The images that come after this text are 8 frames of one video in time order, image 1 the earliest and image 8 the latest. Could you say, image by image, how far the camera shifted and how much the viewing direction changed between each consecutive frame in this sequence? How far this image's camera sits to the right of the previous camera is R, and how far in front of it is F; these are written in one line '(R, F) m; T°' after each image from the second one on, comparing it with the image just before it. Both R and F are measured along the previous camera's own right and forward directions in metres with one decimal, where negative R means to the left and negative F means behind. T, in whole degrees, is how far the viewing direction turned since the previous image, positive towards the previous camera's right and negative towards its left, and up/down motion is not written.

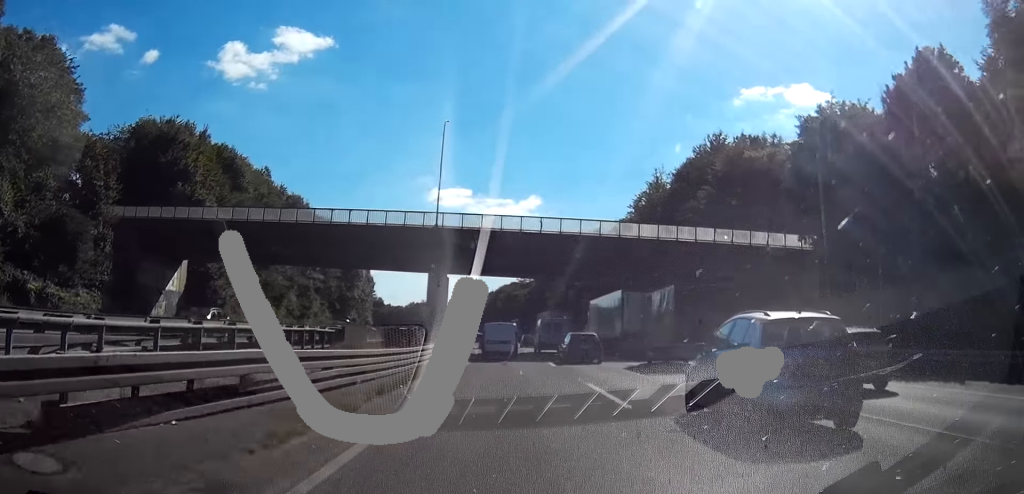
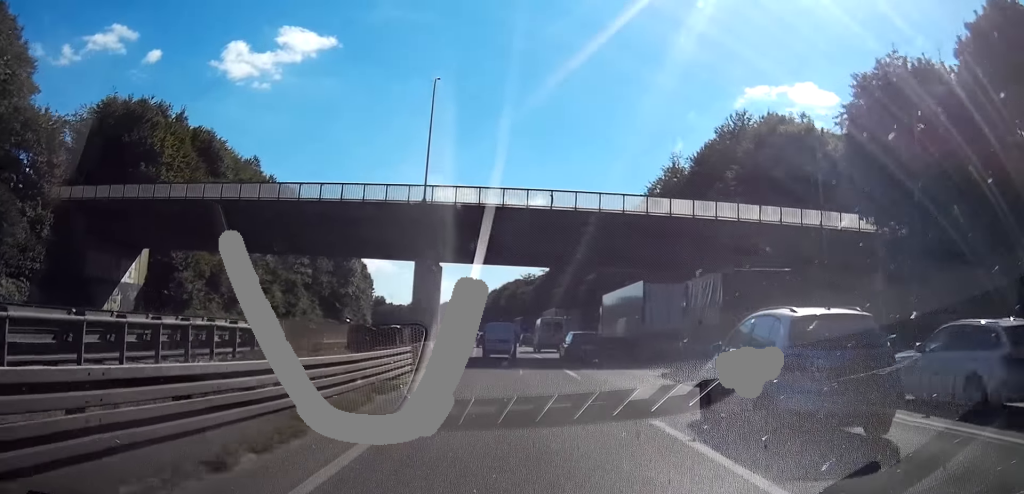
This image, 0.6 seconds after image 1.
(0.0, +9.0) m; 0°
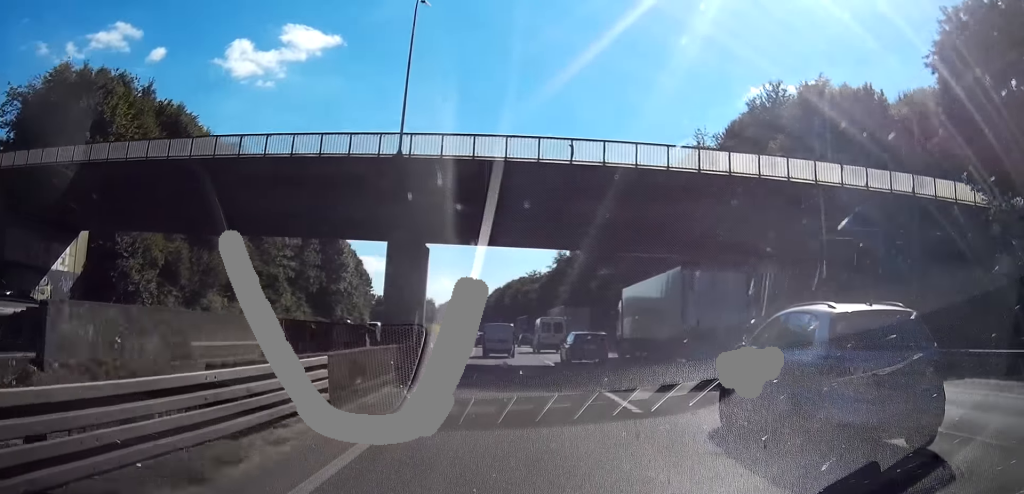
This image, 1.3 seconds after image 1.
(0.0, +10.7) m; 0°
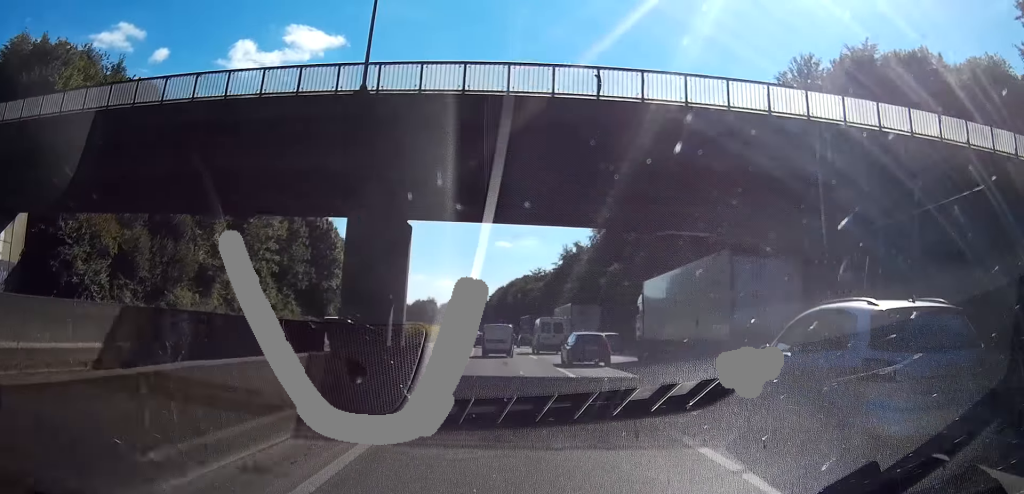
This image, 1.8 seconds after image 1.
(+0.1, +8.3) m; -1°
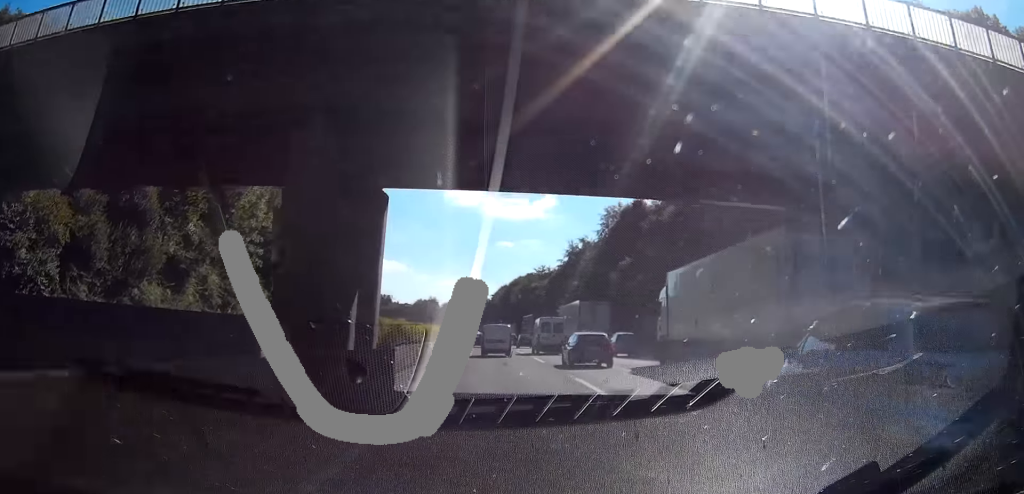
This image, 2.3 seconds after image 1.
(-0.1, +7.1) m; 0°
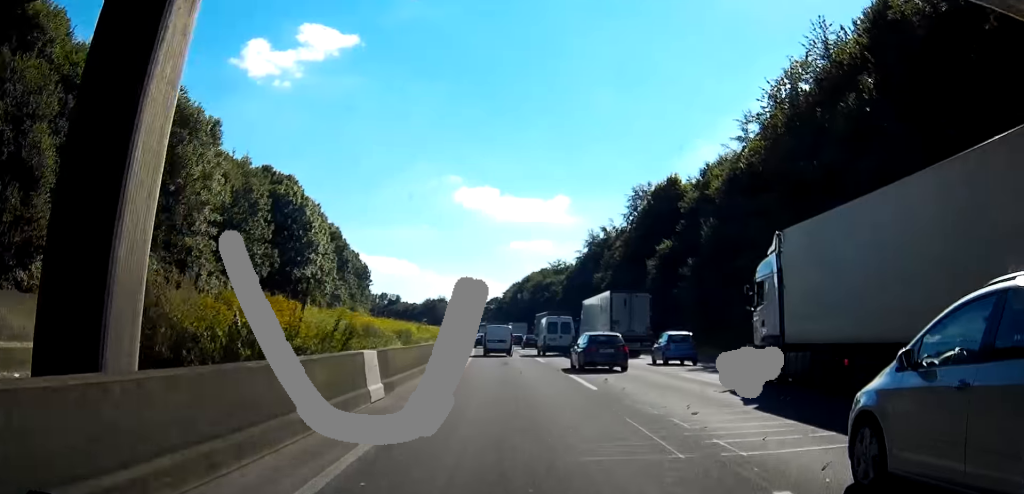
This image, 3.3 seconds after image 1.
(-0.2, +17.0) m; -1°
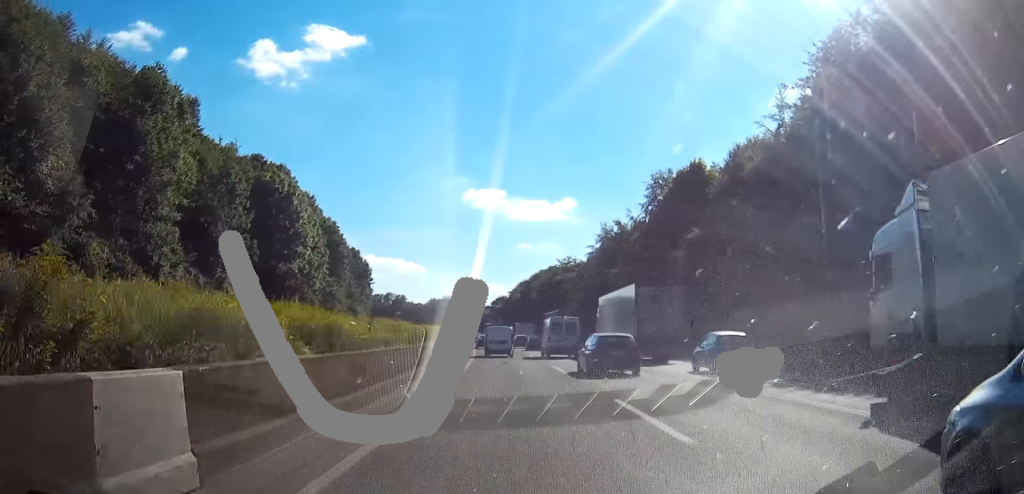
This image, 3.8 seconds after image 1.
(0.0, +9.4) m; 0°
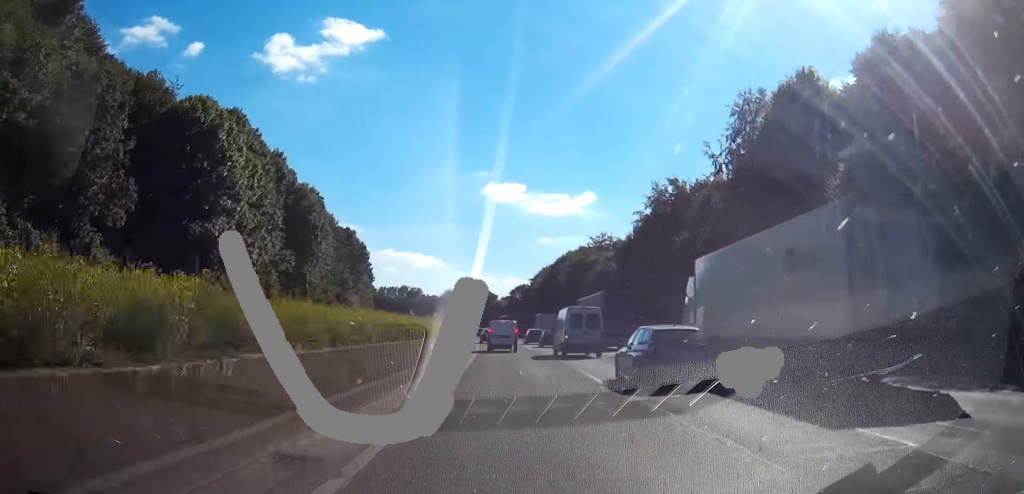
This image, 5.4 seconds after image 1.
(-0.5, +28.3) m; -3°
